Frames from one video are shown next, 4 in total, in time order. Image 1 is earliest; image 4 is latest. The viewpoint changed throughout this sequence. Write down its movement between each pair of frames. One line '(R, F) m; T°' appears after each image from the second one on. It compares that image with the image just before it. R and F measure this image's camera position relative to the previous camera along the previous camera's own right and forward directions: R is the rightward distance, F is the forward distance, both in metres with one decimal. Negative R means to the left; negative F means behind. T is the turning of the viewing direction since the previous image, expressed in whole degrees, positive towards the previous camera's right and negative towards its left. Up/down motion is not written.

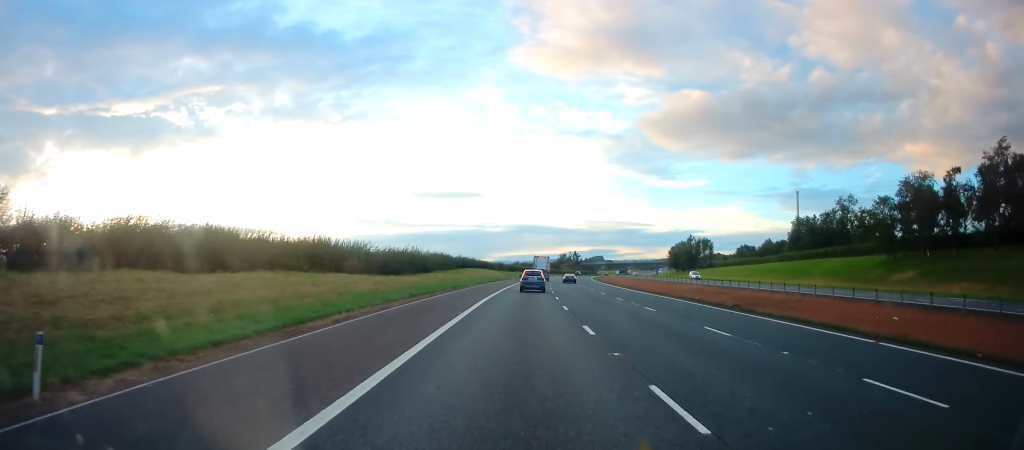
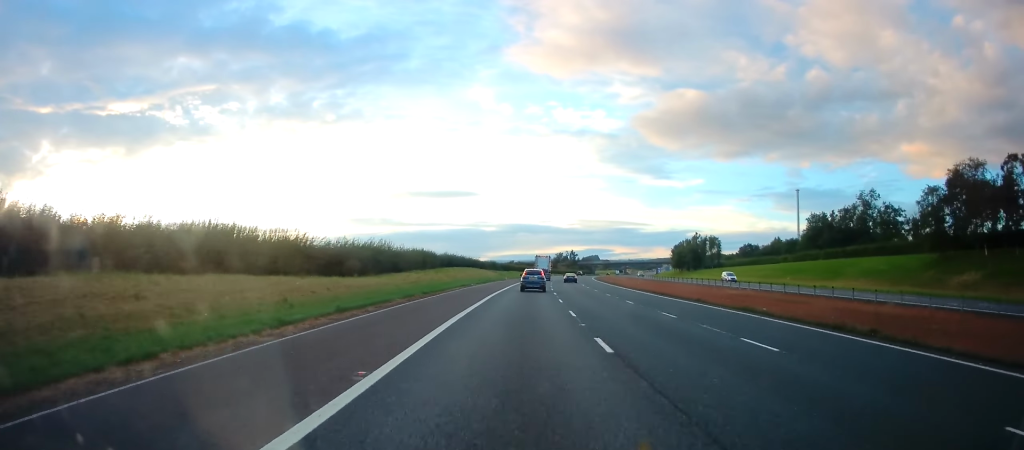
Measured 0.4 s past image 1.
(-0.1, +12.0) m; 0°
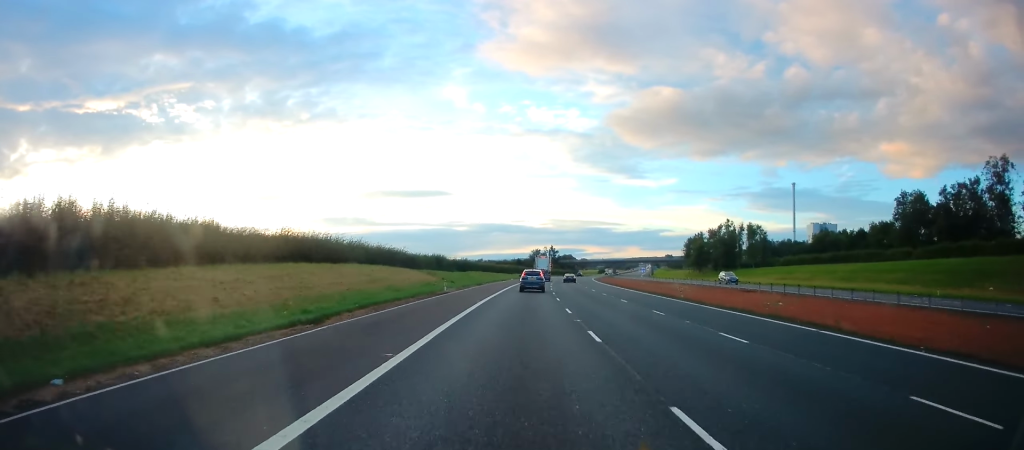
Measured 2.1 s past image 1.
(+1.2, +51.1) m; +3°
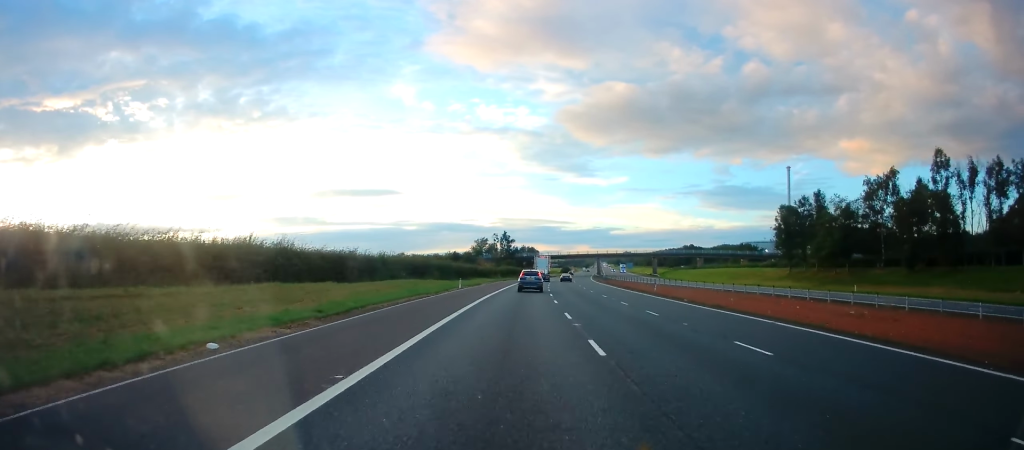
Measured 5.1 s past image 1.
(+4.4, +90.3) m; +5°
